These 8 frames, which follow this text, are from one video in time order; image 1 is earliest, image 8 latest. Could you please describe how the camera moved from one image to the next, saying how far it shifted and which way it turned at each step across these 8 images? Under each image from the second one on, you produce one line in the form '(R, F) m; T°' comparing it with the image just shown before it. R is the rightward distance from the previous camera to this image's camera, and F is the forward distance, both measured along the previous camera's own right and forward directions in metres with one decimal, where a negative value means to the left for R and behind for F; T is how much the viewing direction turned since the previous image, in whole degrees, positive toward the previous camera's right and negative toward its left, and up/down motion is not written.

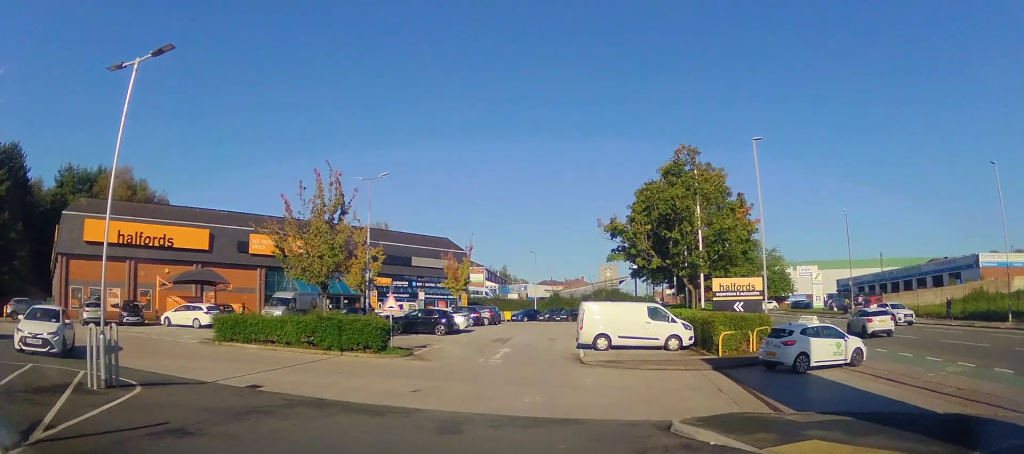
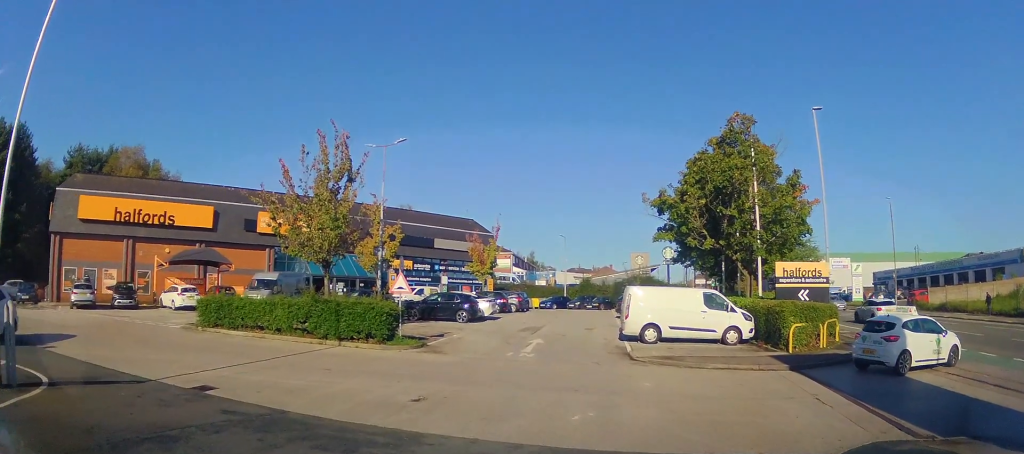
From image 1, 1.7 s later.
(+0.3, +4.2) m; +2°
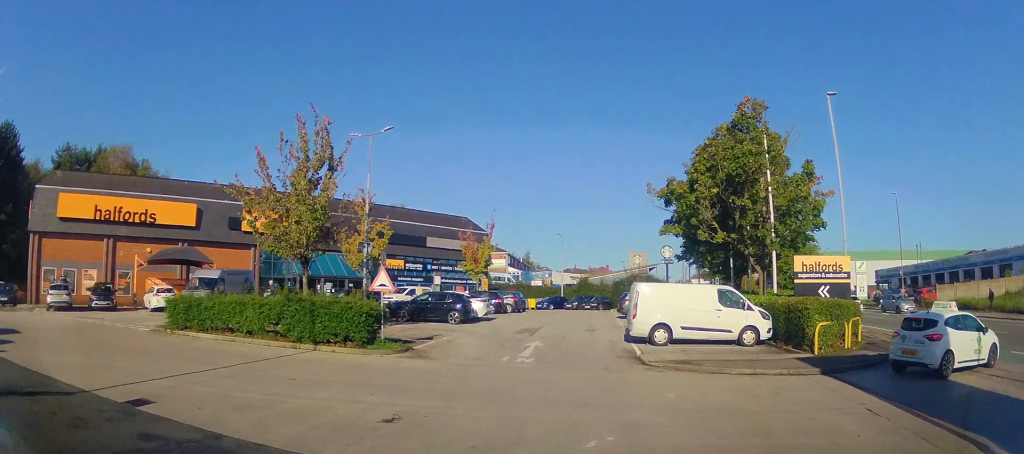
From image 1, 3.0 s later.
(-0.5, +1.5) m; 0°
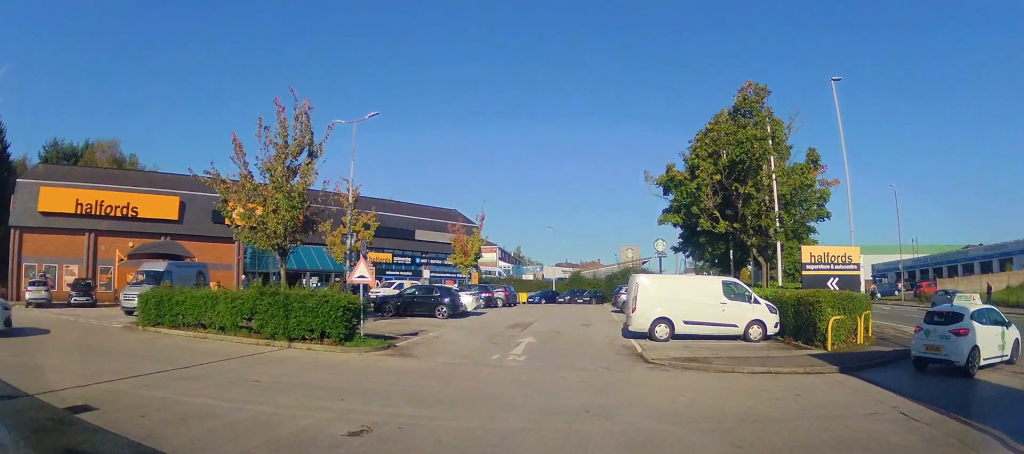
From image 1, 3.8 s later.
(-0.2, +0.7) m; 0°
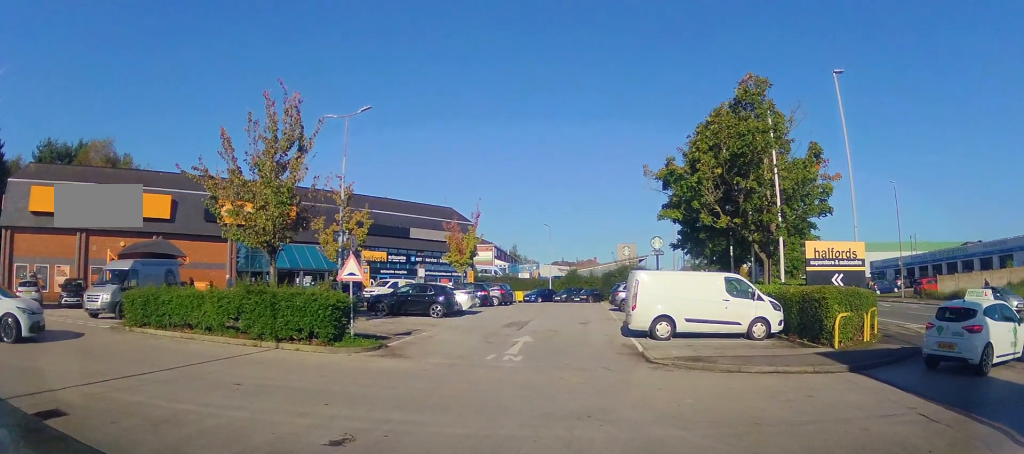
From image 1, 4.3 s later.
(+0.1, +0.5) m; 0°
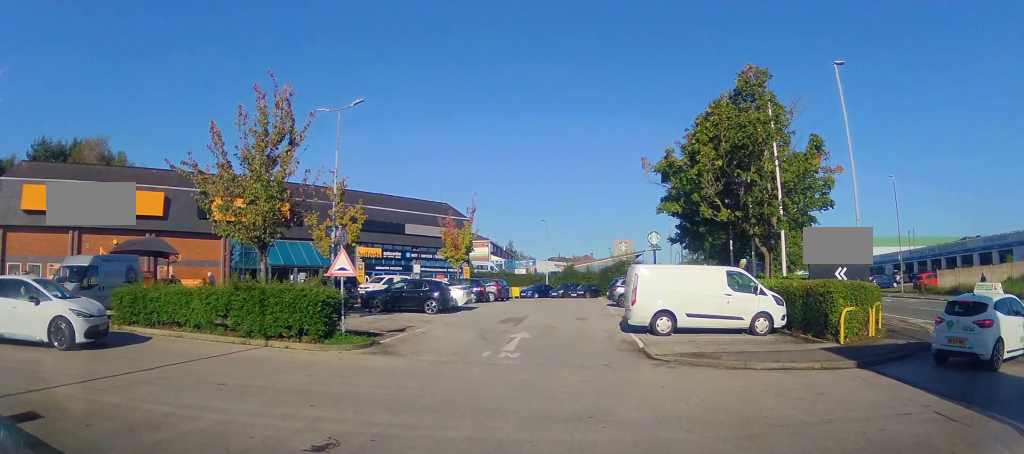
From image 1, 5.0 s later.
(+0.2, +0.5) m; 0°
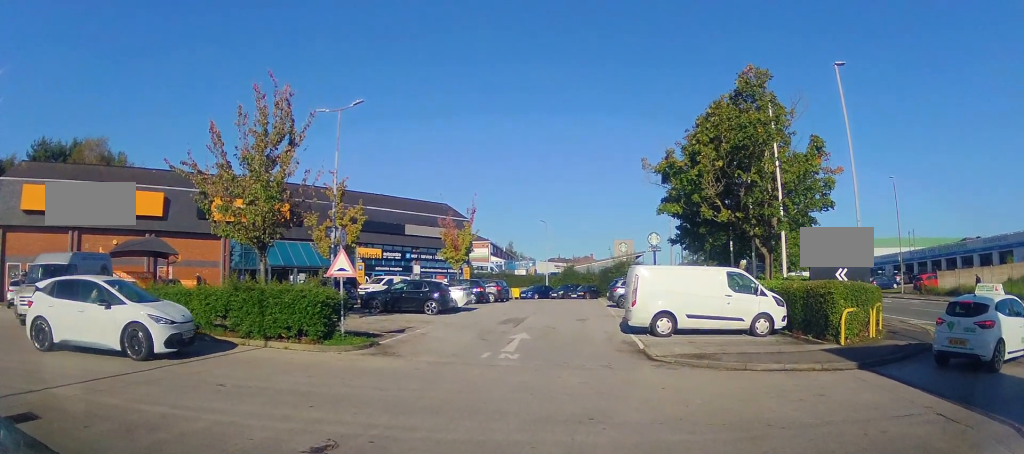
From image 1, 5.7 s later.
(+0.2, +0.3) m; 0°
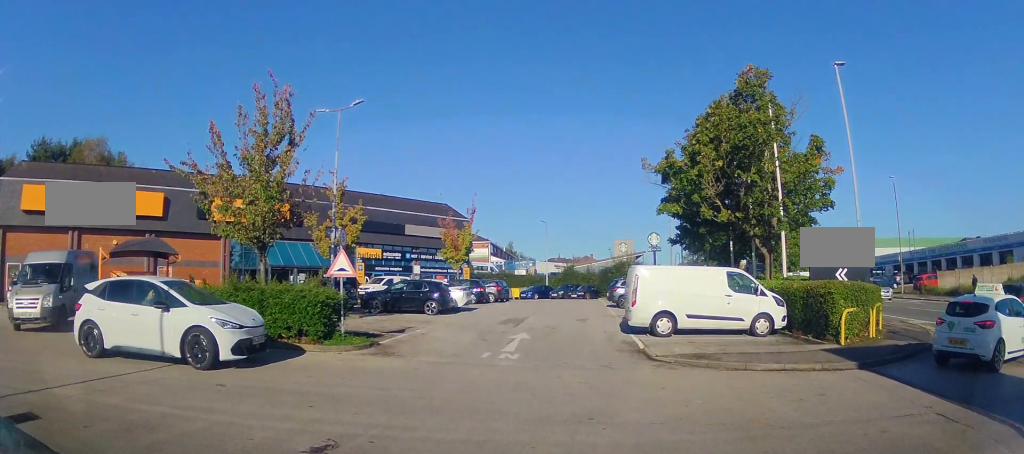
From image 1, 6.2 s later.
(0.0, 0.0) m; 0°
